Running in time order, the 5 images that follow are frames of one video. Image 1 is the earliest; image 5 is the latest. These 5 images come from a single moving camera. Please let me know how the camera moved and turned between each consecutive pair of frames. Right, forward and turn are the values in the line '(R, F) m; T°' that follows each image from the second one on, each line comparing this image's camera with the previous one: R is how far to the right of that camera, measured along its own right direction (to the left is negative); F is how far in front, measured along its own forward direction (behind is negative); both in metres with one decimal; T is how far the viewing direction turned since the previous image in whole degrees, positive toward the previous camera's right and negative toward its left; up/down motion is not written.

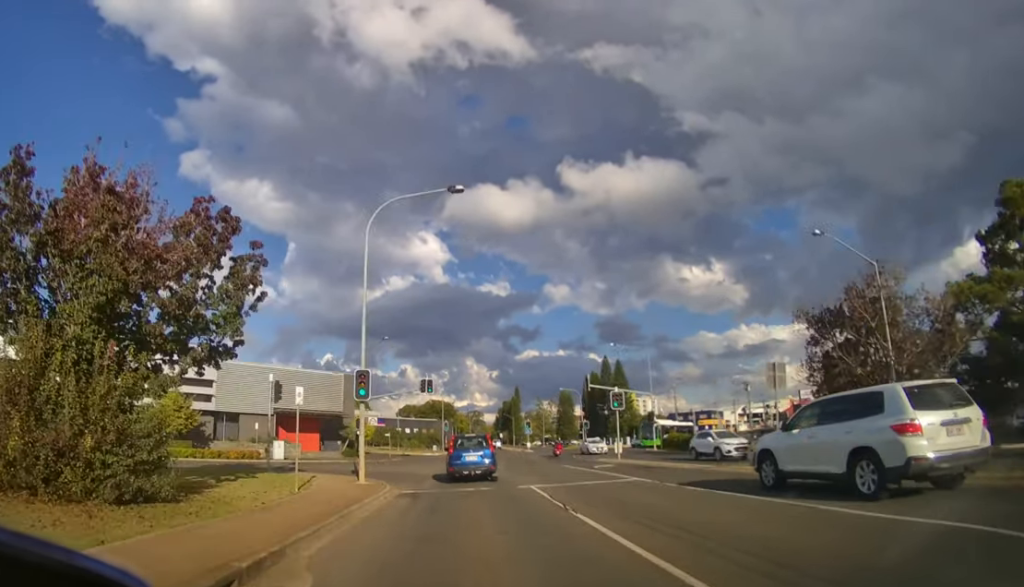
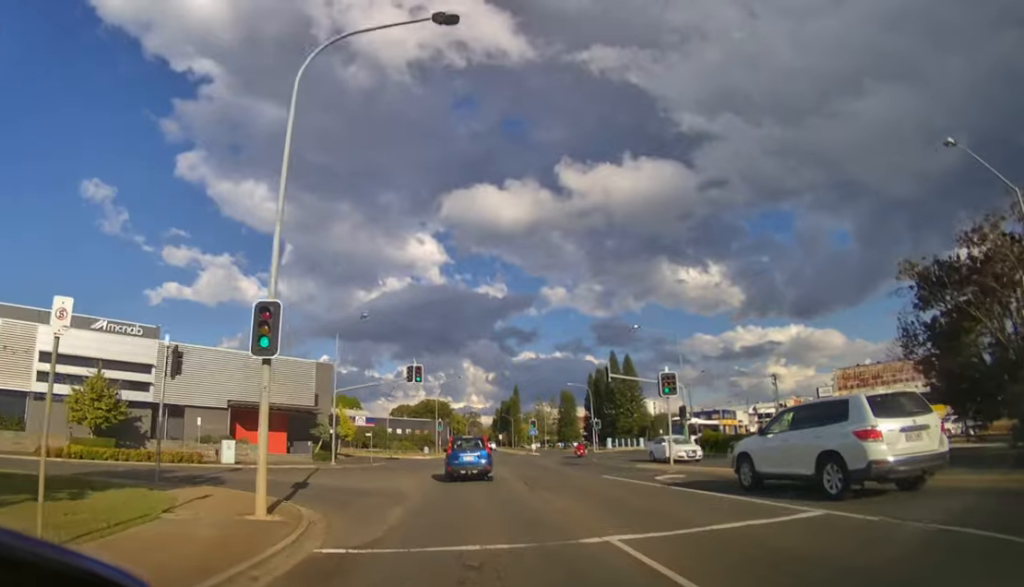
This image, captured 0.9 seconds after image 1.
(0.0, +8.7) m; 0°
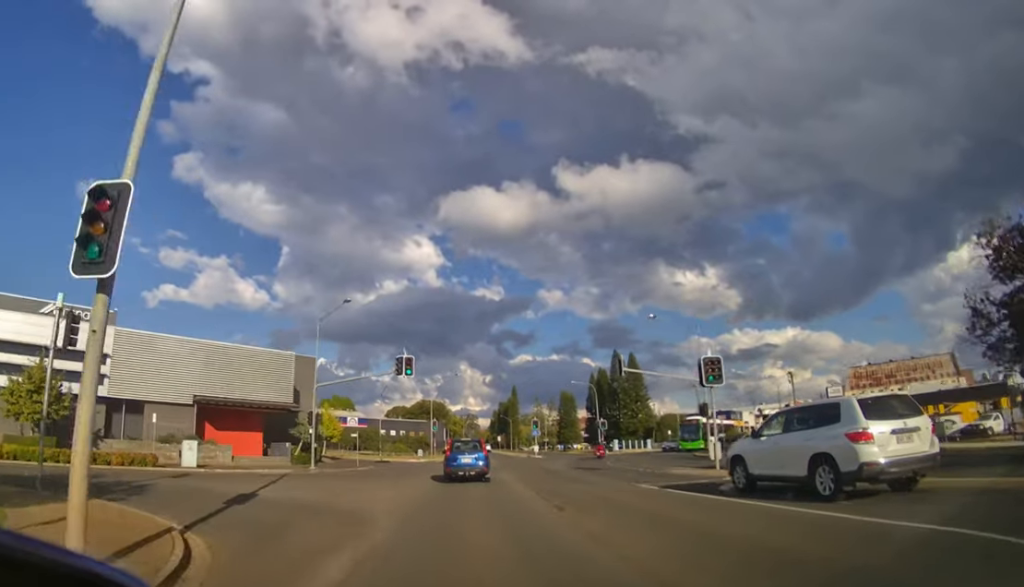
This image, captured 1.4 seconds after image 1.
(0.0, +4.3) m; 0°
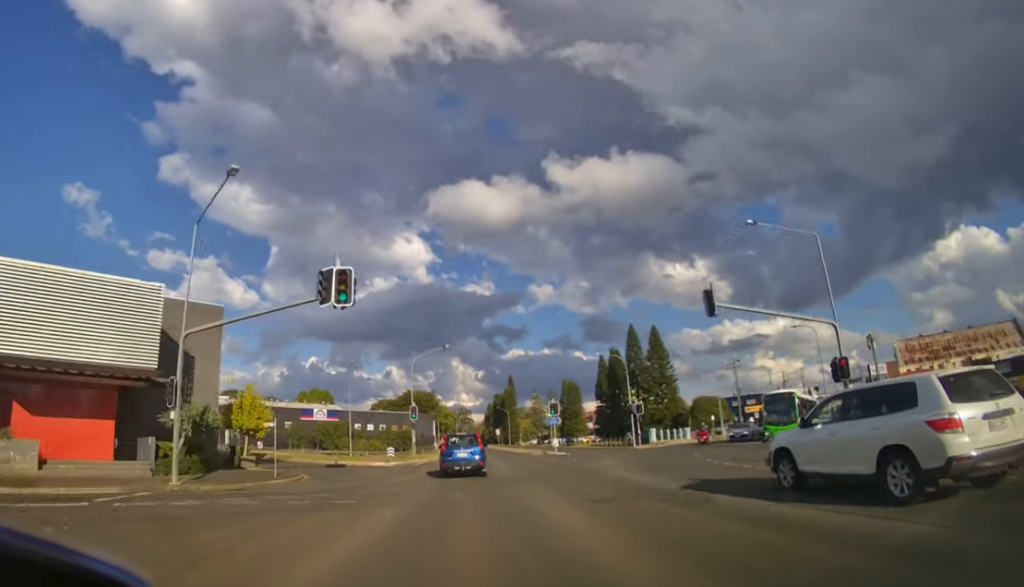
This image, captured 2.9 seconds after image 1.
(+0.1, +13.3) m; +1°
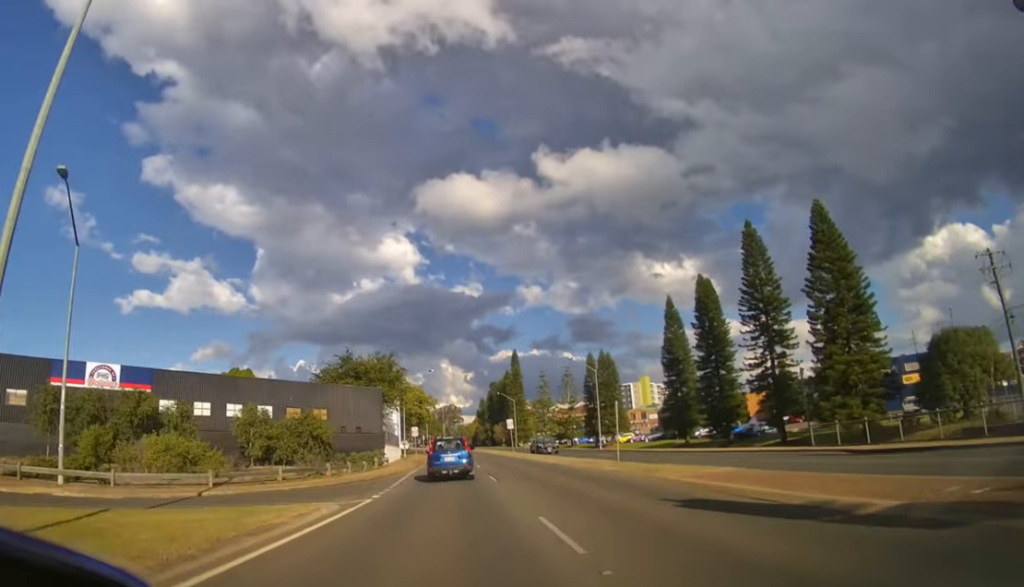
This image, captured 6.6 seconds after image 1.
(+0.5, +42.4) m; +1°
